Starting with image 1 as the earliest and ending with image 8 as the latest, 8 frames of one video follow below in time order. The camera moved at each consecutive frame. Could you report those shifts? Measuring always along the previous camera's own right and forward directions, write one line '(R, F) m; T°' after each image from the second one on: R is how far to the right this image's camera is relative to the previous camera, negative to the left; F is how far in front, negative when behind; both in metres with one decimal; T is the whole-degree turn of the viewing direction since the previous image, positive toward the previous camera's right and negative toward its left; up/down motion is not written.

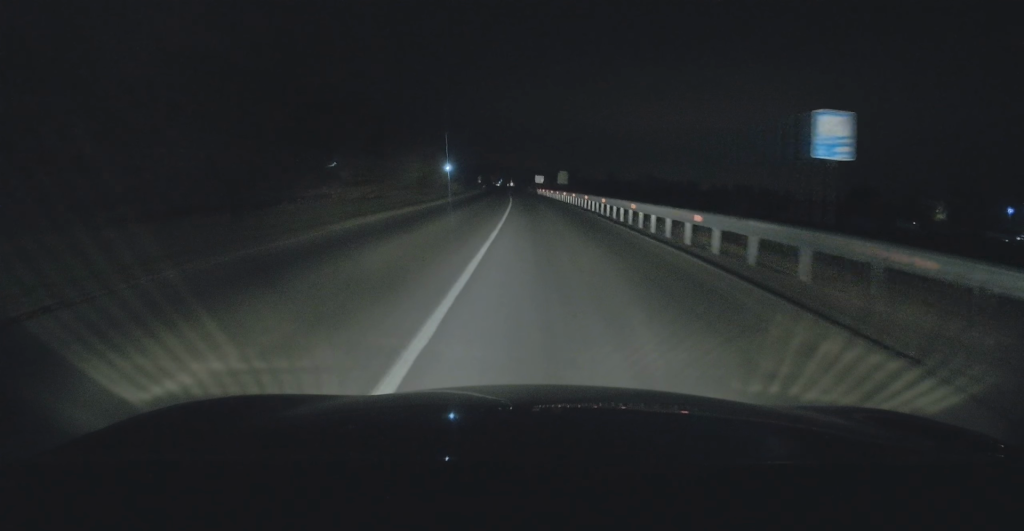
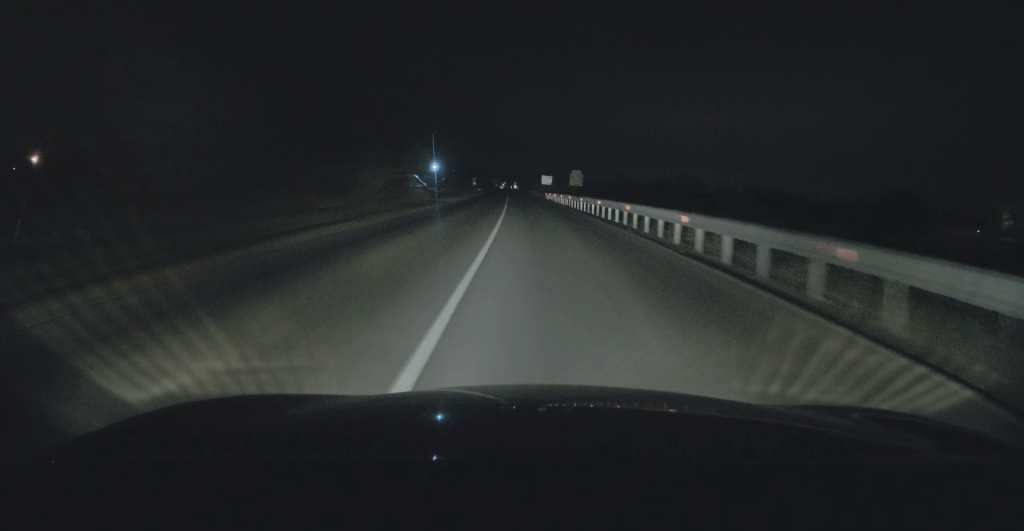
(-0.1, +23.4) m; -1°
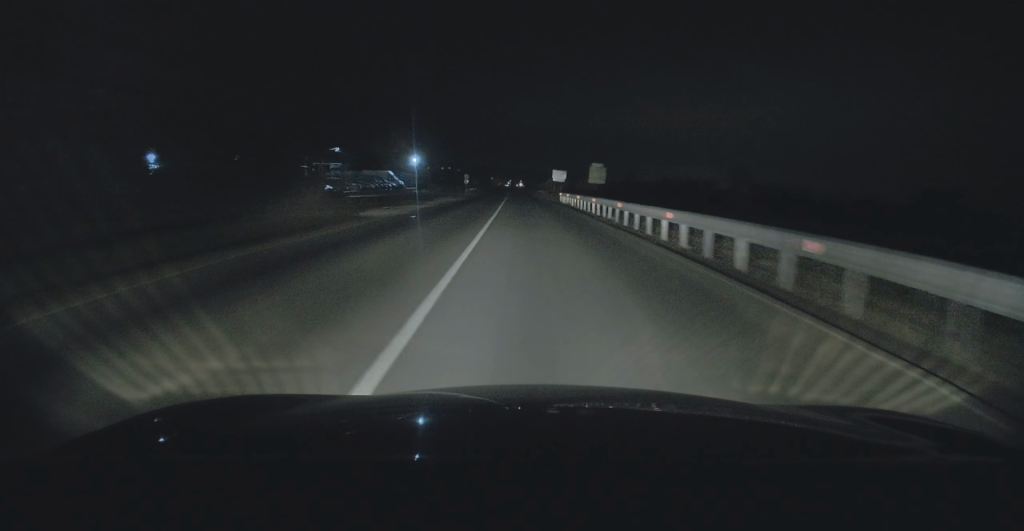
(-0.2, +23.0) m; 0°
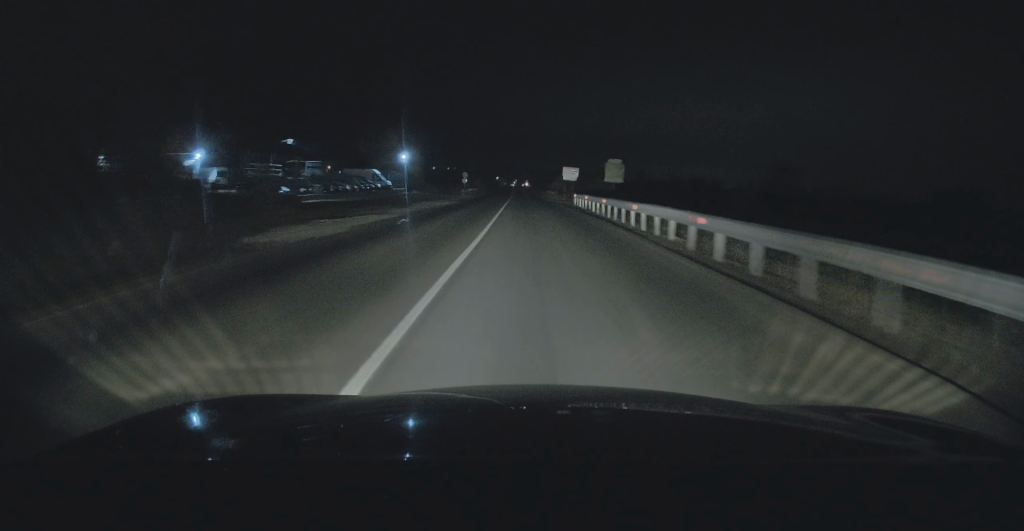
(0.0, +10.5) m; 0°
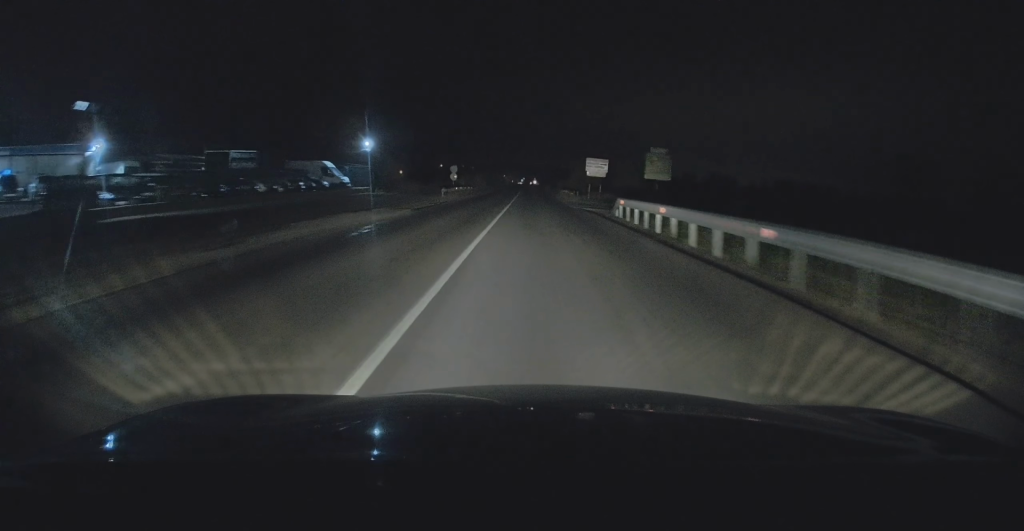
(-0.1, +19.2) m; -1°
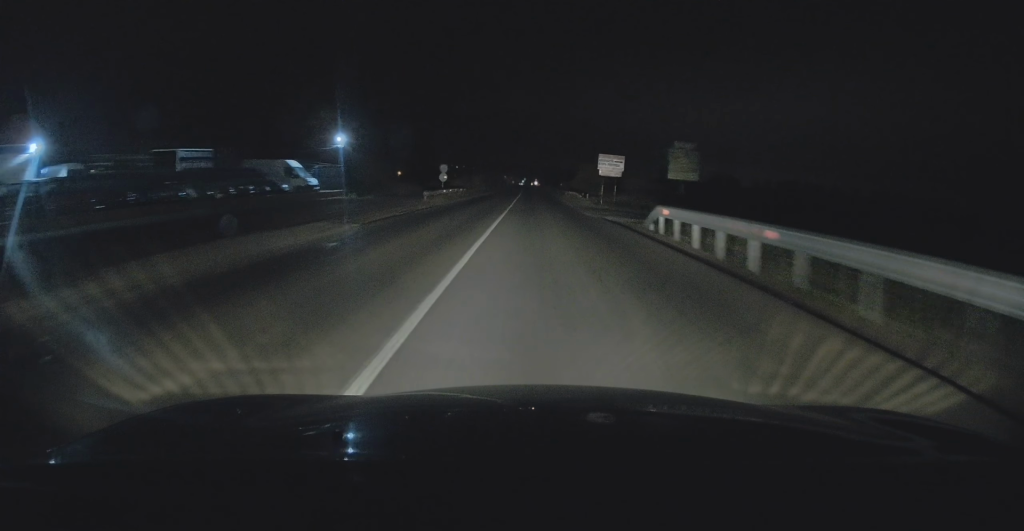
(-0.1, +8.0) m; 0°
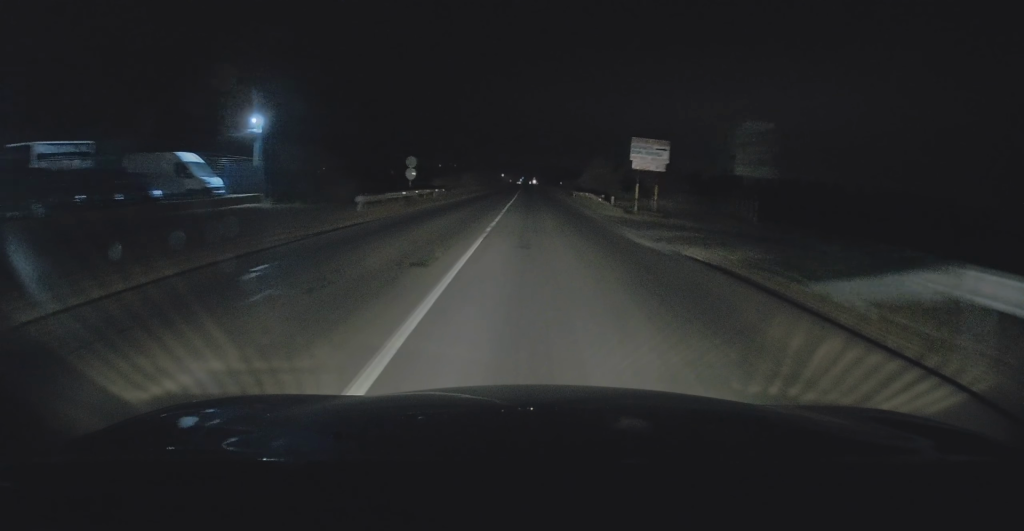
(-0.1, +14.0) m; 0°
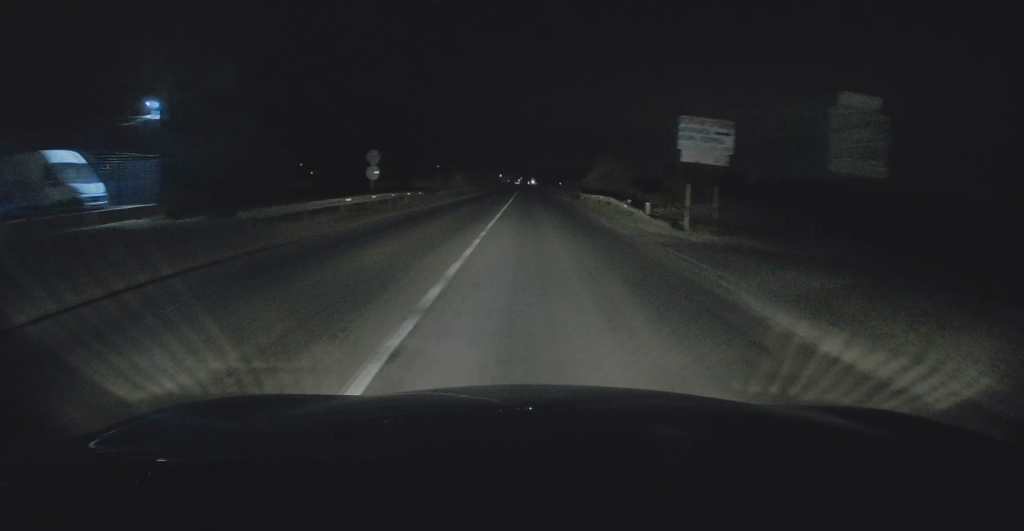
(-0.1, +9.4) m; +1°
